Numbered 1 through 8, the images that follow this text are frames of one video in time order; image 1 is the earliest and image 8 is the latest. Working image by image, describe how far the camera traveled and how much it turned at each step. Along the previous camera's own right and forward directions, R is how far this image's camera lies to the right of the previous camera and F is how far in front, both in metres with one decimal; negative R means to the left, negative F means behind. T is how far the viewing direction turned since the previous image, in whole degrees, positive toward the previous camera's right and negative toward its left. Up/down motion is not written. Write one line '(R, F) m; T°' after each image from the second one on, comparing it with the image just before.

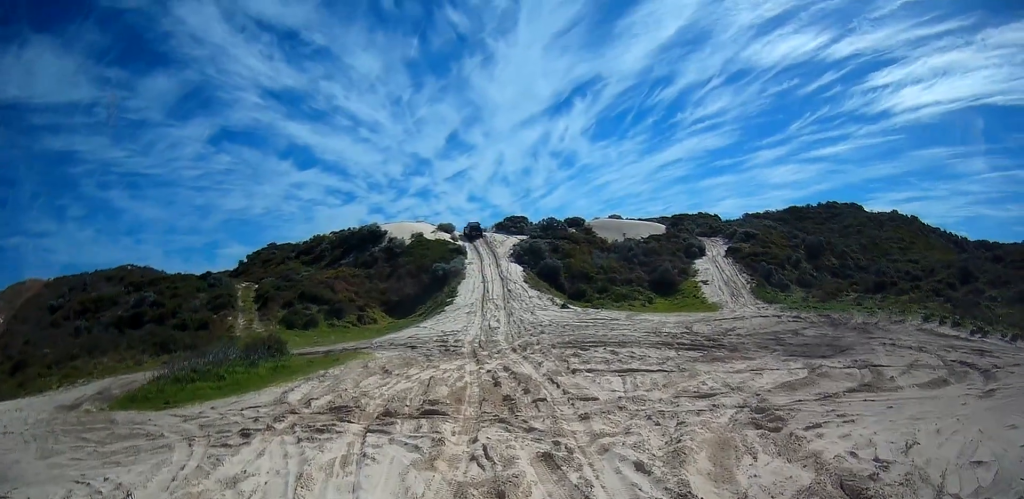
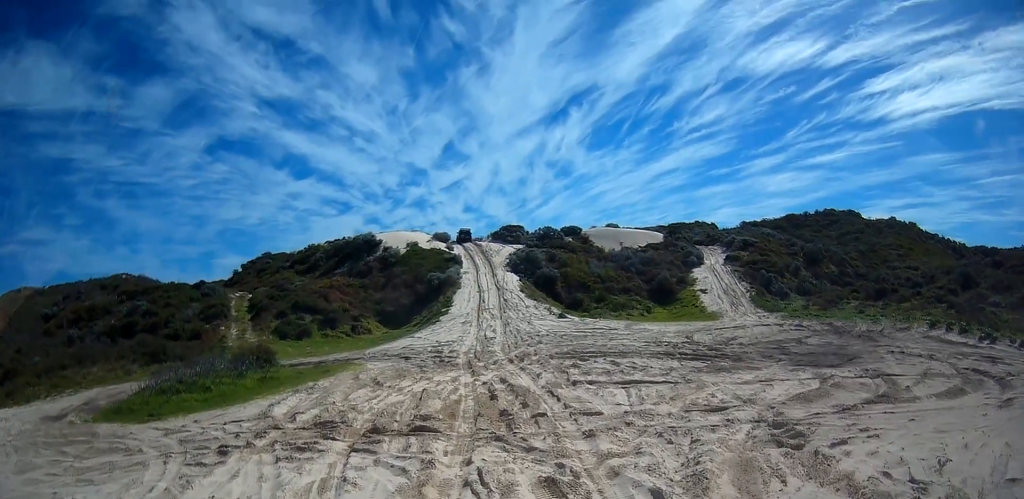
(0.0, +1.1) m; 0°
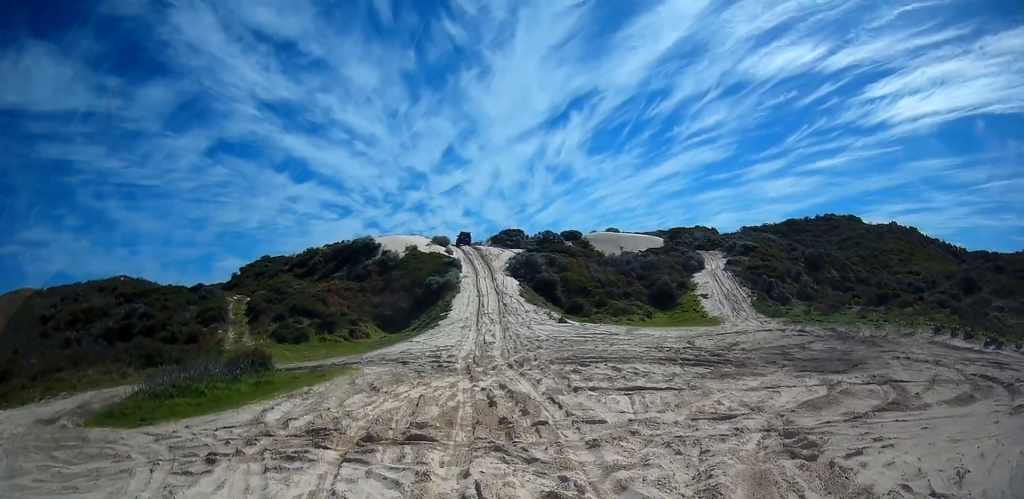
(0.0, +0.4) m; 0°
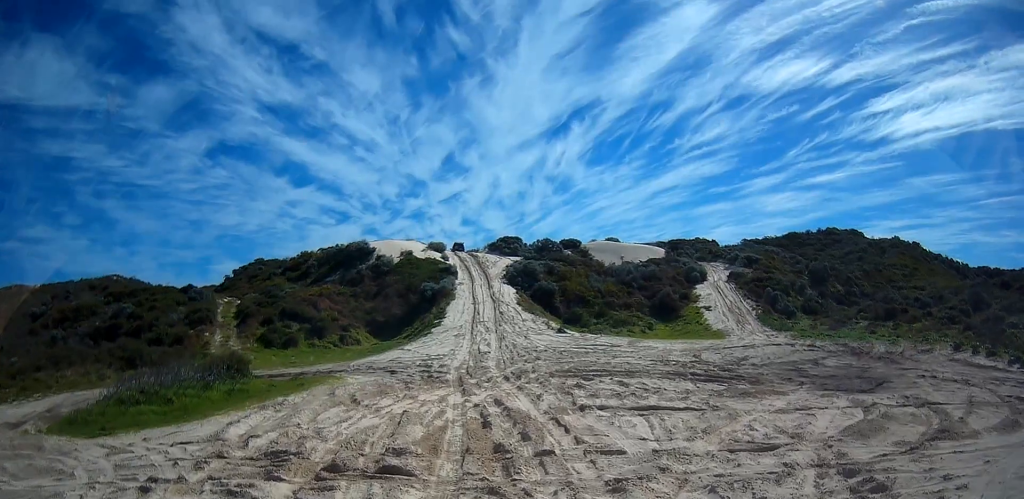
(-0.5, +1.8) m; 0°
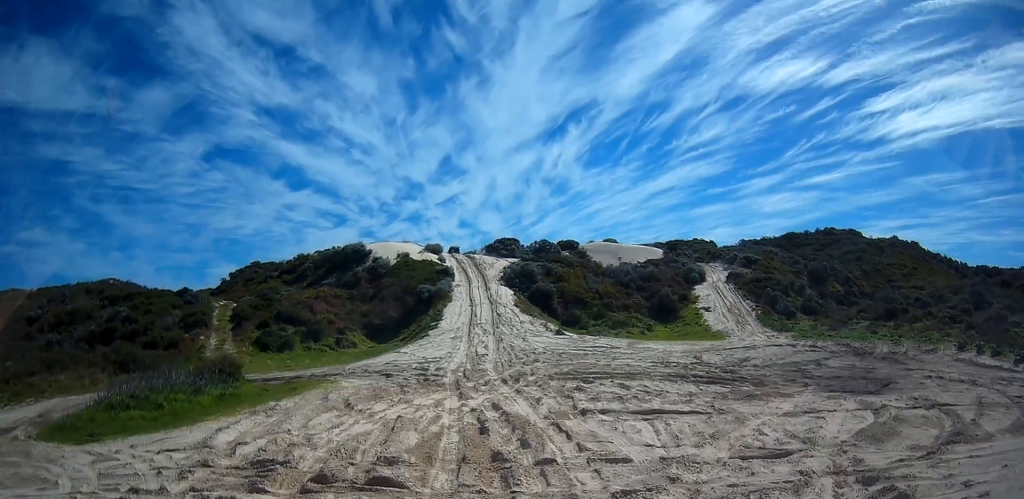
(0.0, +0.5) m; 0°
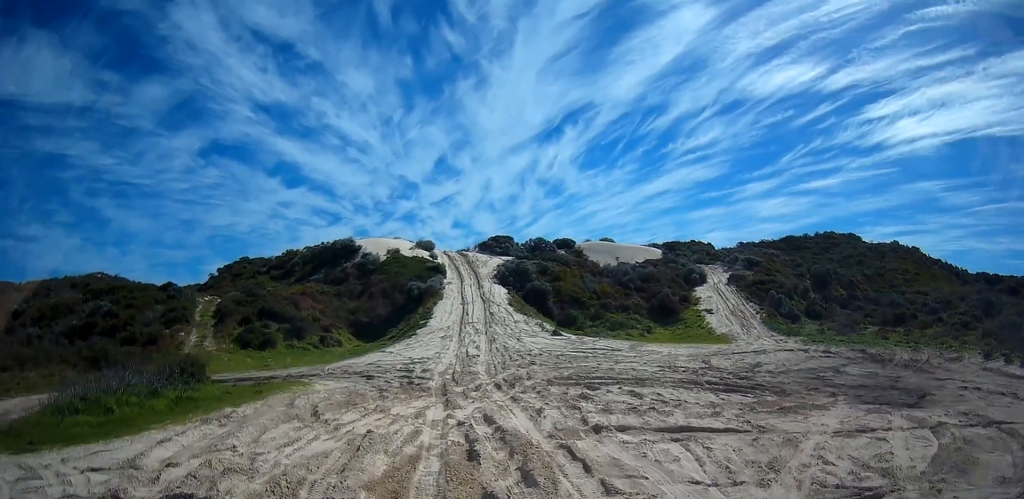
(-0.1, +1.8) m; -6°
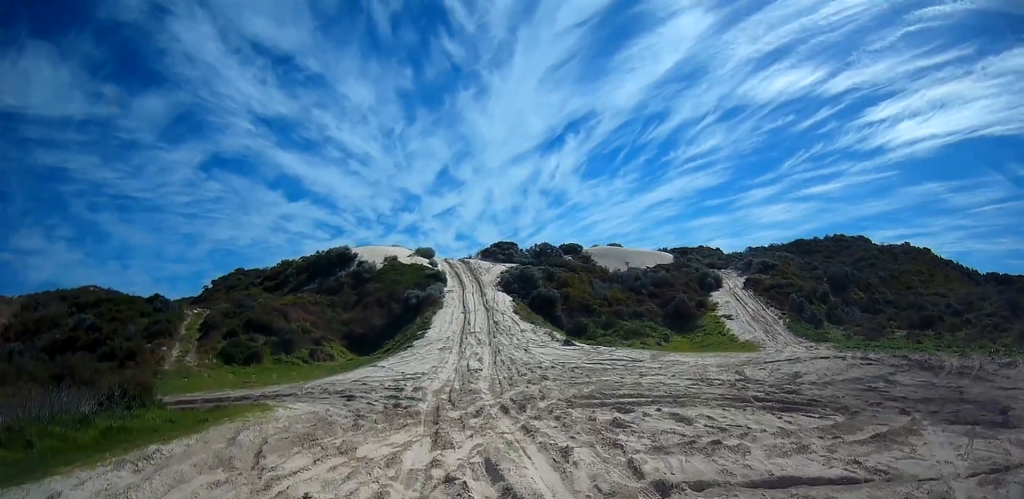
(0.0, +3.0) m; +6°
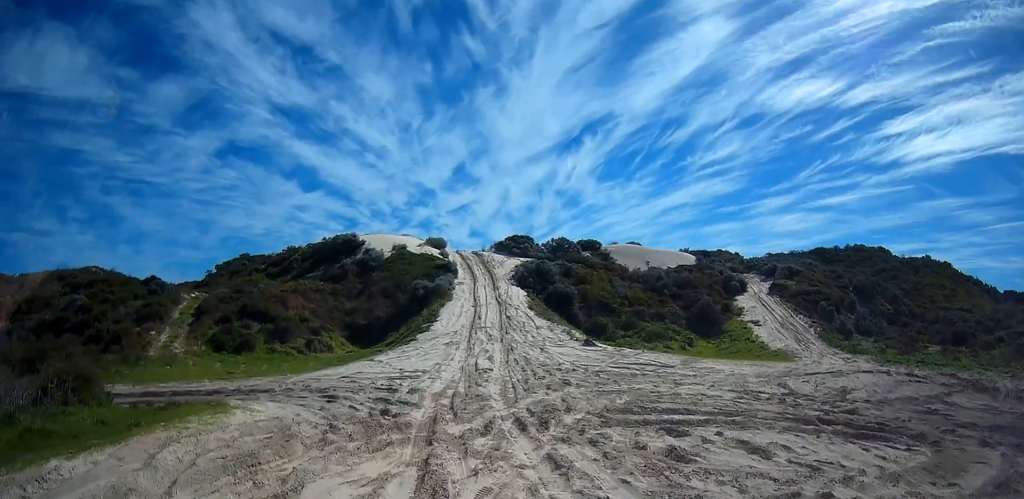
(+0.3, +2.9) m; 0°
